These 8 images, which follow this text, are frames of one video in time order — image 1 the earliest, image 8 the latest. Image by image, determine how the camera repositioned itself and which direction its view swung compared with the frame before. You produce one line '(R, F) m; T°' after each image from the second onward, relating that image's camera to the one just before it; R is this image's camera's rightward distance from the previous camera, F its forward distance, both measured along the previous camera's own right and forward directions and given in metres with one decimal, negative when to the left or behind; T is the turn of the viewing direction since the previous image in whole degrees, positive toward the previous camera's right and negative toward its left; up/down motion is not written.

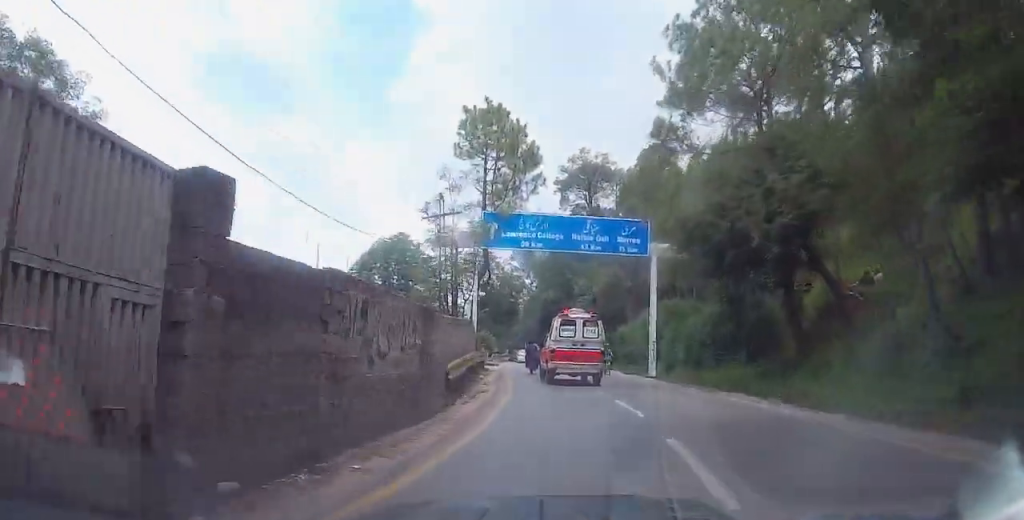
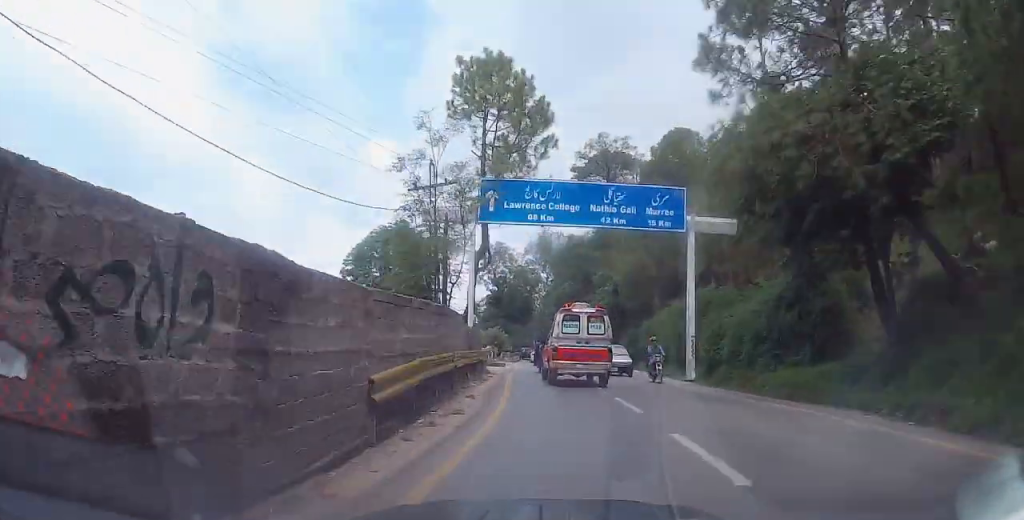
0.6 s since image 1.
(0.0, +5.8) m; -4°
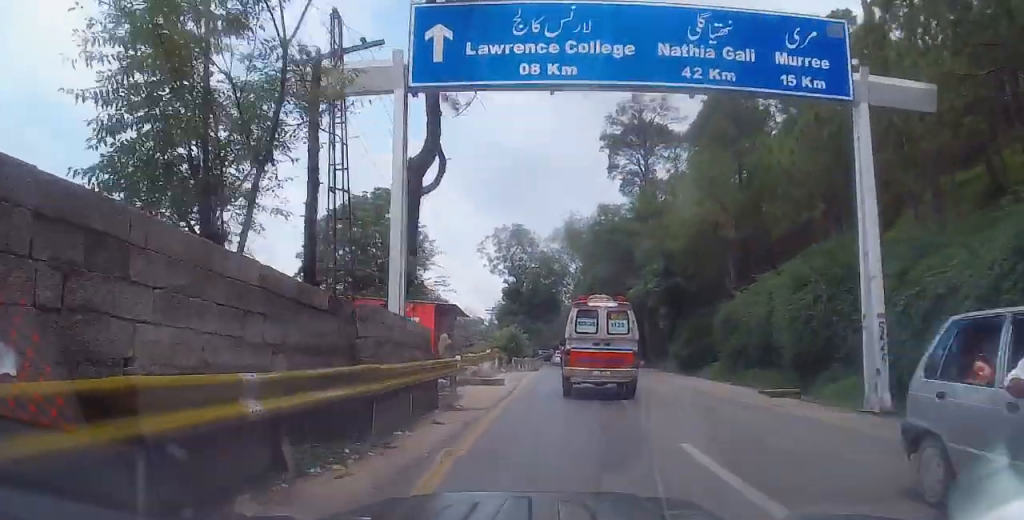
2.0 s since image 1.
(-1.3, +13.4) m; -5°
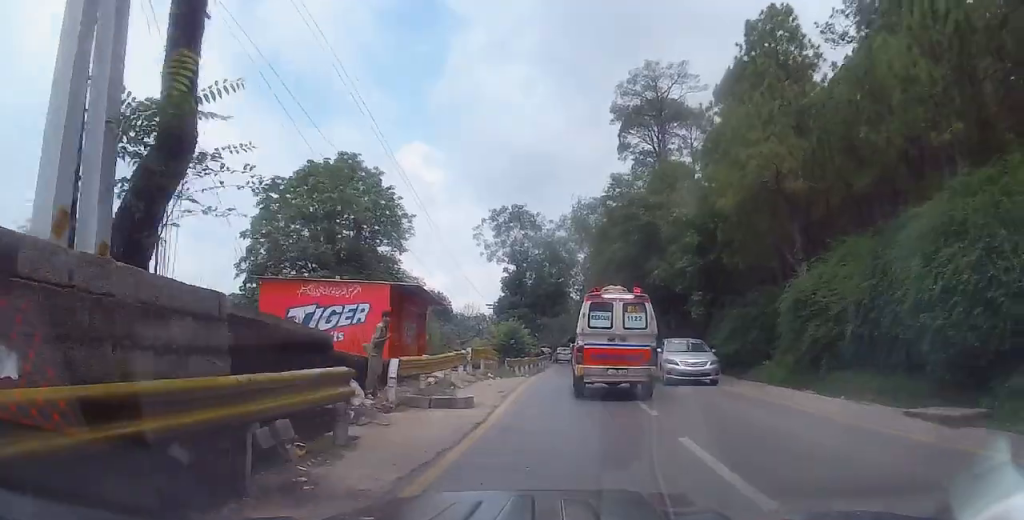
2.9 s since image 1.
(+0.1, +7.7) m; +1°
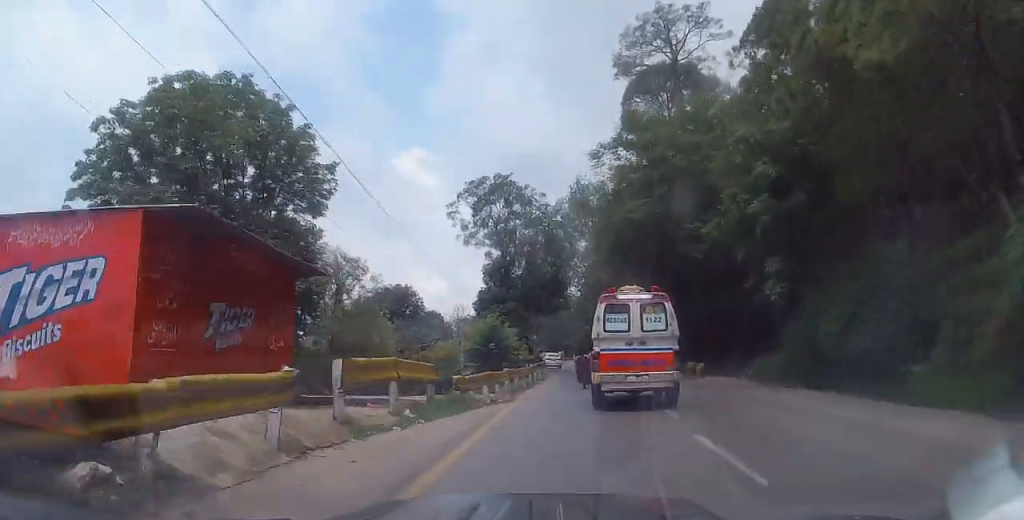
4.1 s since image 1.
(+0.1, +11.7) m; +1°
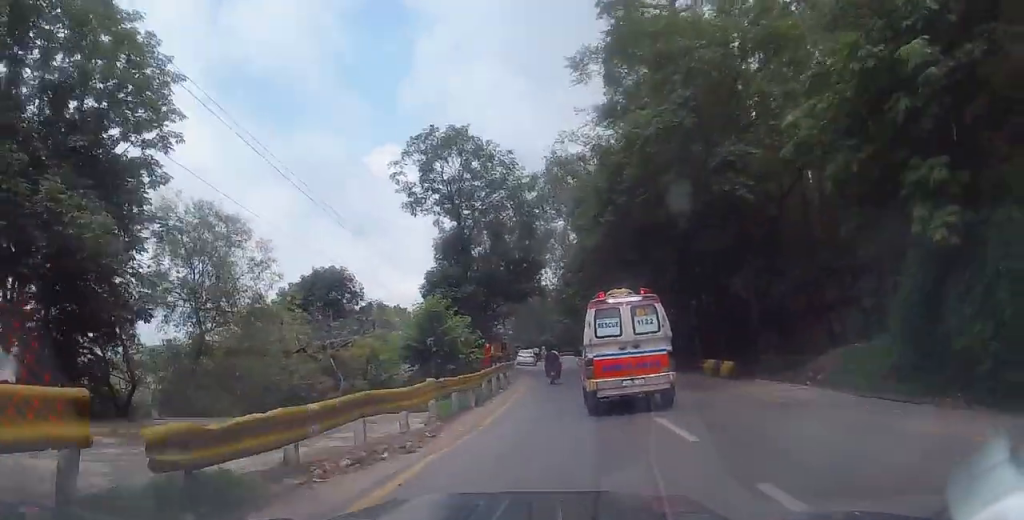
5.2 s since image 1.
(+0.1, +9.7) m; +1°
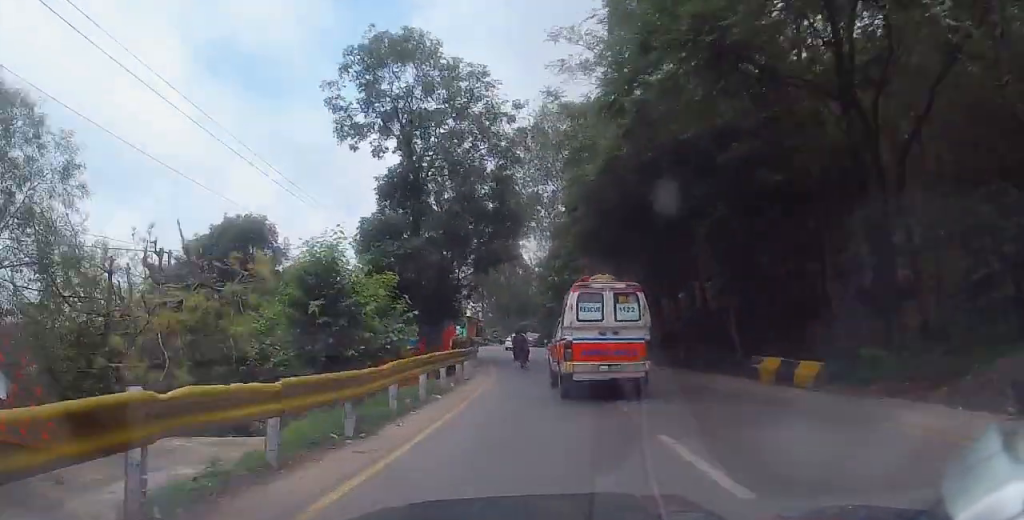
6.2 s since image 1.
(+0.1, +9.3) m; -1°
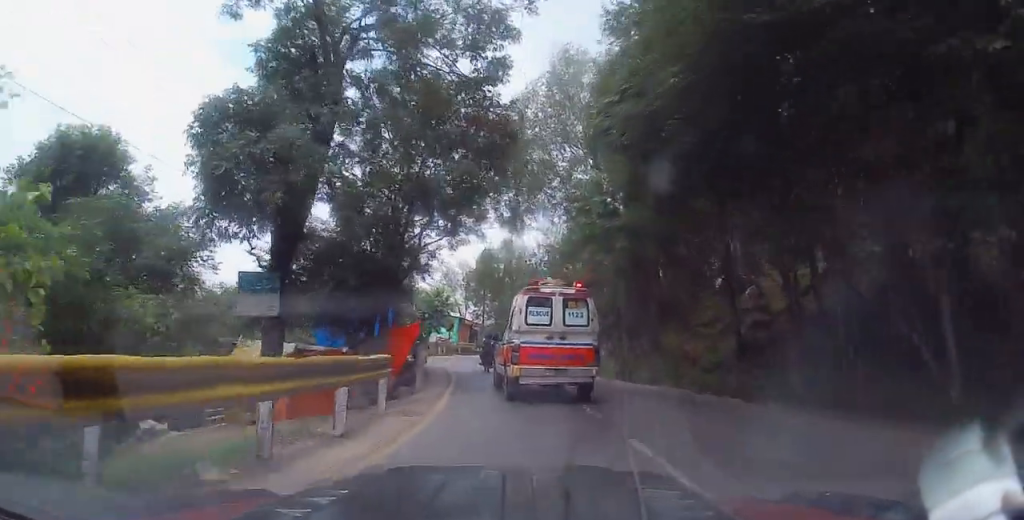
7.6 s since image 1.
(-0.4, +12.4) m; -1°
